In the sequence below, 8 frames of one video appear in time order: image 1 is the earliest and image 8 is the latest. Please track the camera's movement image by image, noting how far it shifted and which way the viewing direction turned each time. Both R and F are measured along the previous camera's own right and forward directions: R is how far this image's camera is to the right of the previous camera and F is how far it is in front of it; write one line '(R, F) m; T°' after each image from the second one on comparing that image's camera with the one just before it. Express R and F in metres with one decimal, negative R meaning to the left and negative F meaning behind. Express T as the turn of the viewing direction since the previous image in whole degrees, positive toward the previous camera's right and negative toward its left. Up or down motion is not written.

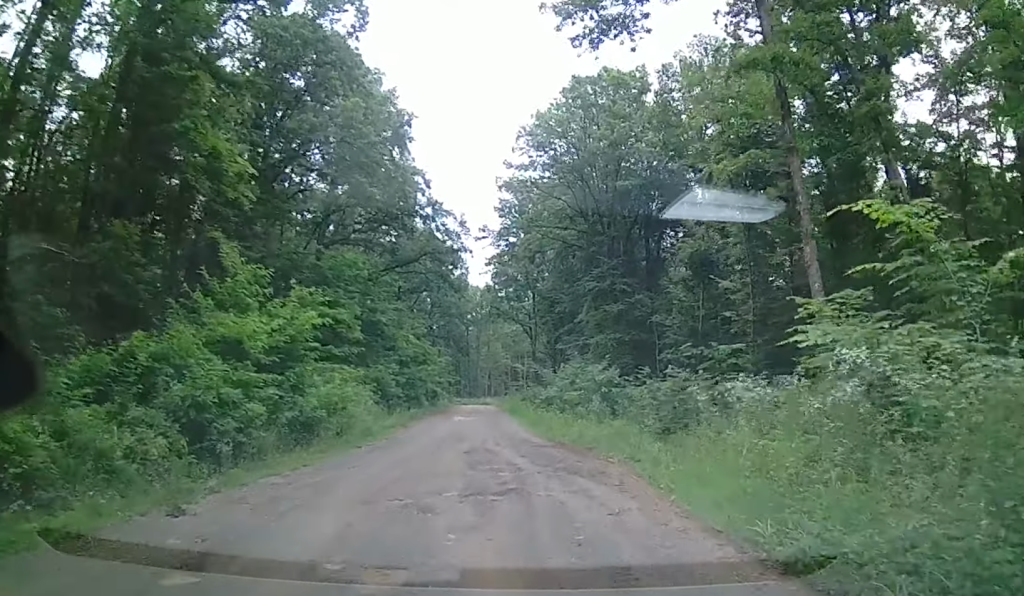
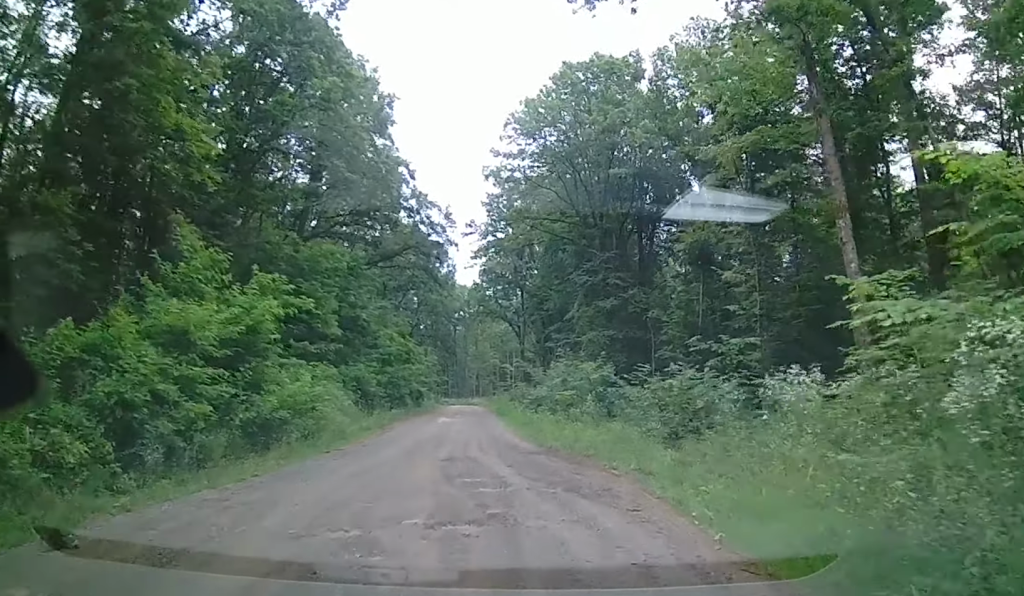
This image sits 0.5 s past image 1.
(-0.2, +2.3) m; -3°
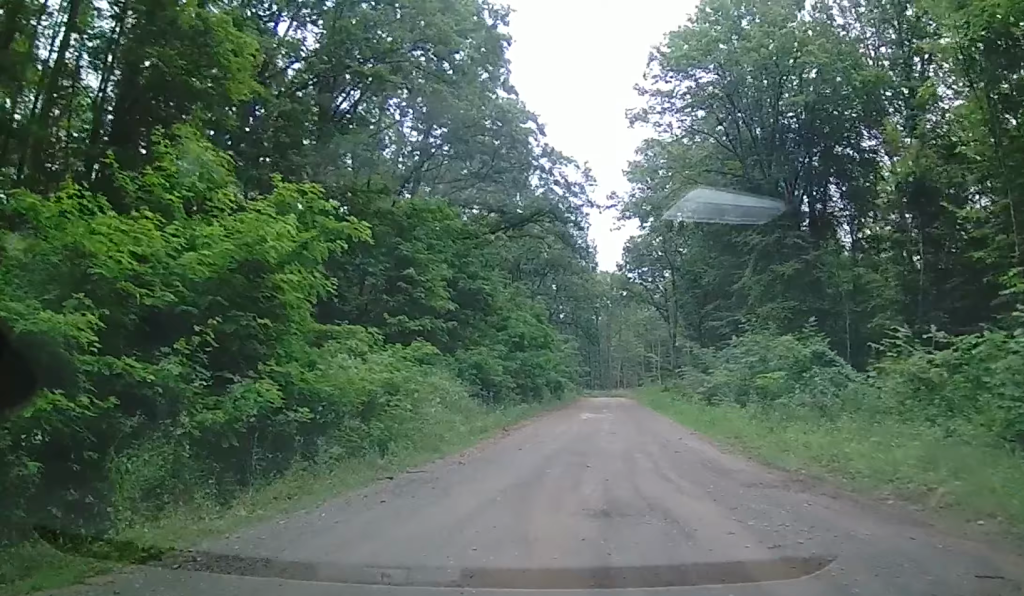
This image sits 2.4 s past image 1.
(-0.2, +8.7) m; 0°
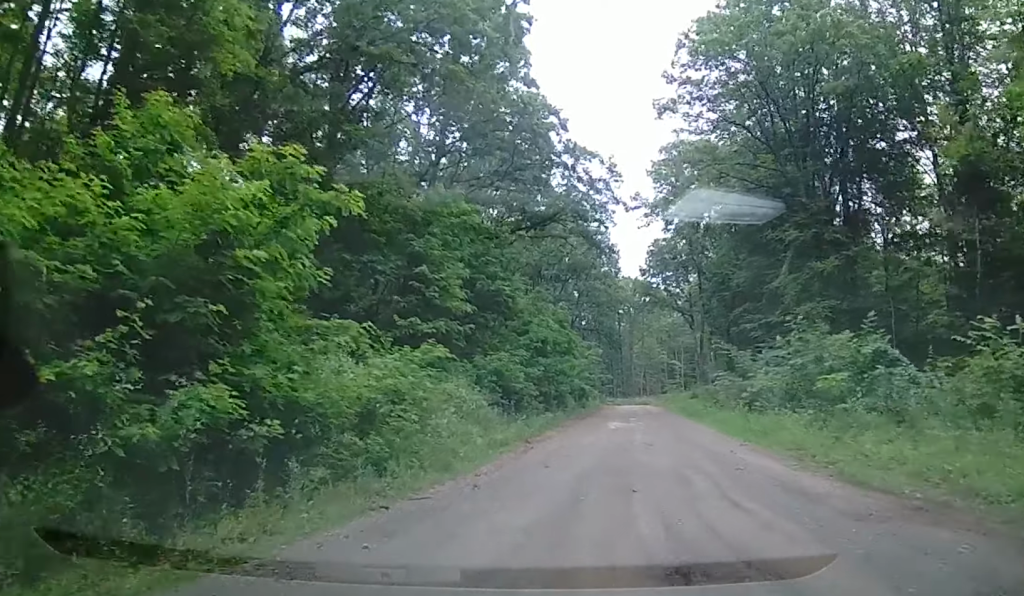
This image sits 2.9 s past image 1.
(+0.1, +2.4) m; 0°
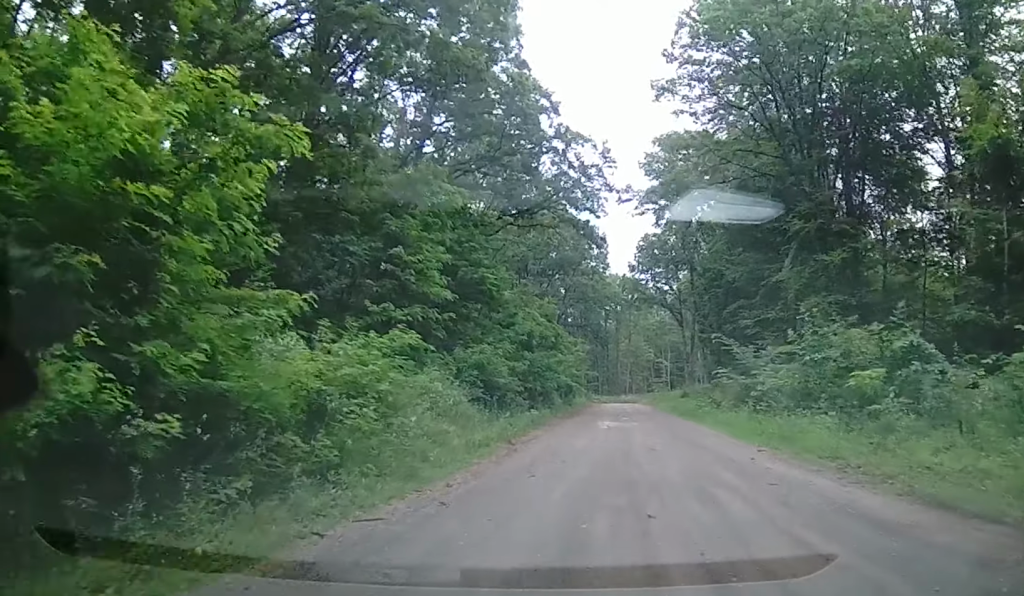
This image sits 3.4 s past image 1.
(-0.1, +2.5) m; +2°
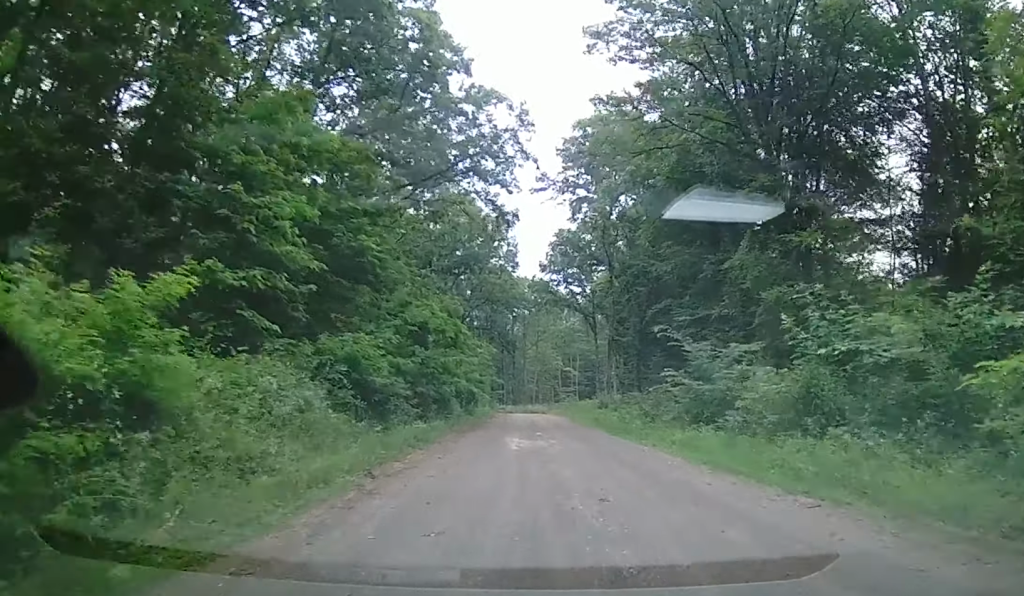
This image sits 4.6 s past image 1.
(+0.3, +7.1) m; +5°
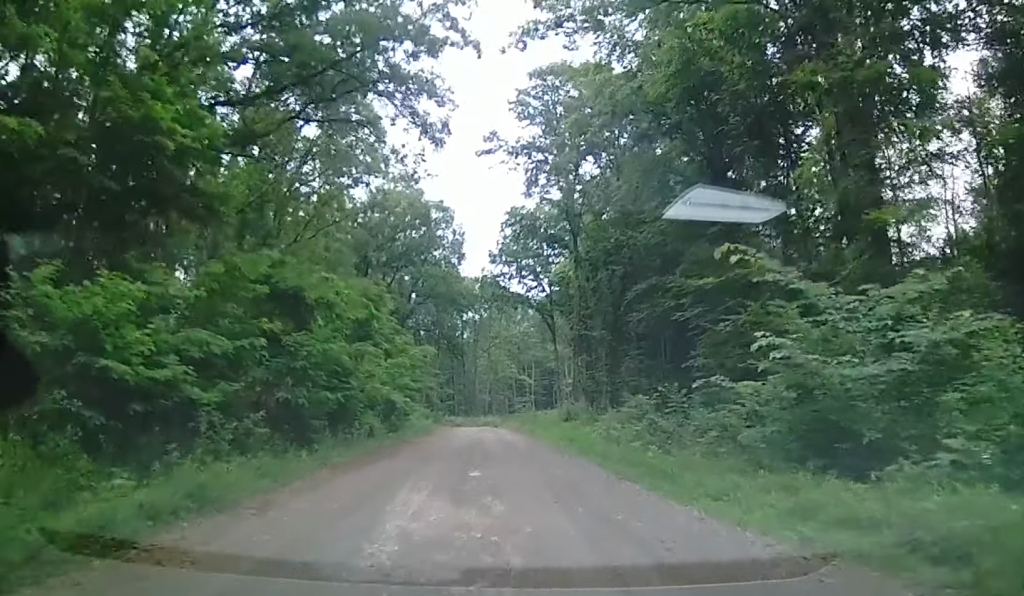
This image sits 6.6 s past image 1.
(+0.3, +12.9) m; -1°
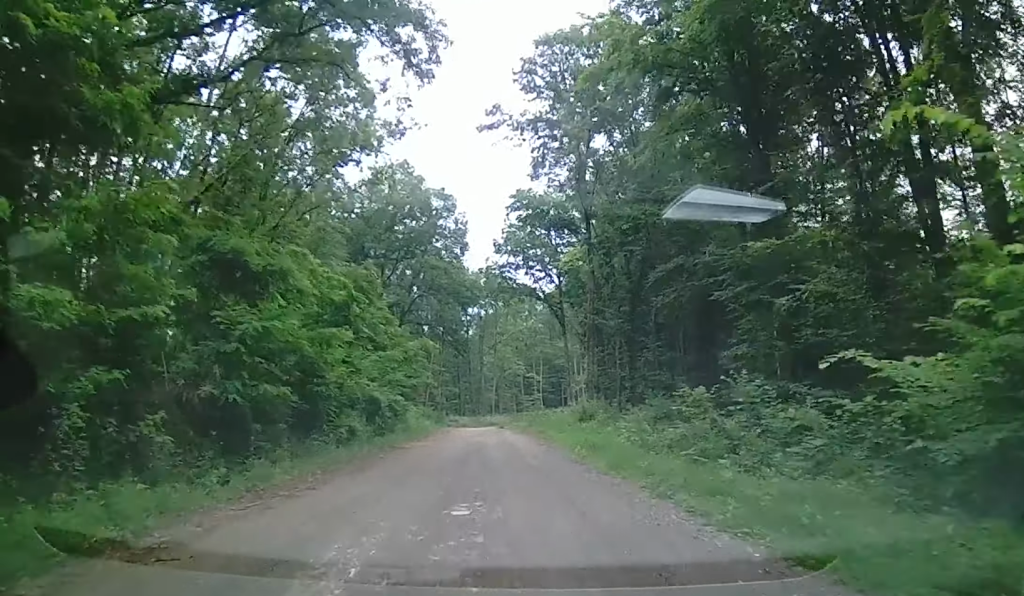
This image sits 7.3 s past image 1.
(-0.1, +5.3) m; +1°
